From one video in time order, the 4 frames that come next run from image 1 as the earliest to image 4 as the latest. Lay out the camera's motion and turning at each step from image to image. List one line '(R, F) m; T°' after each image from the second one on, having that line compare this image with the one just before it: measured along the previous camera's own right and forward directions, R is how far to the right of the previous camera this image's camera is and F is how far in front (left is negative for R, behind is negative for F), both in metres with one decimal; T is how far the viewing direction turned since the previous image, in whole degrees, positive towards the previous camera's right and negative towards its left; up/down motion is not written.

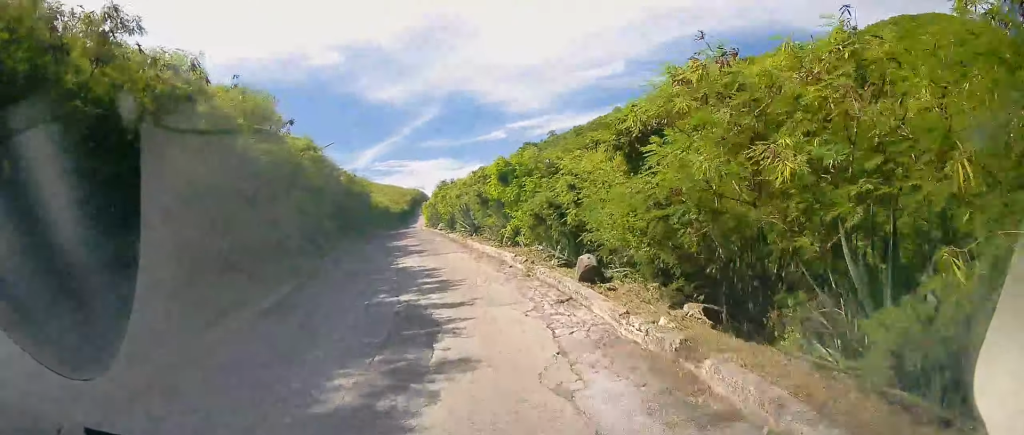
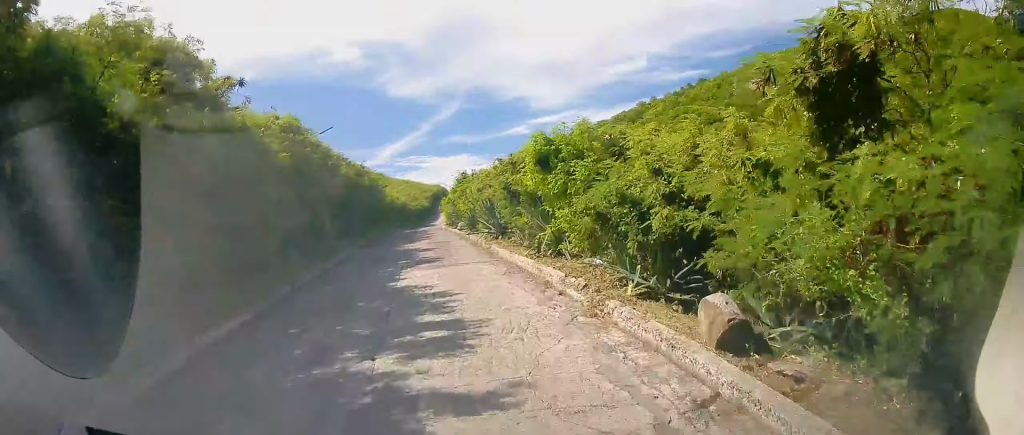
(-0.1, +4.5) m; -3°
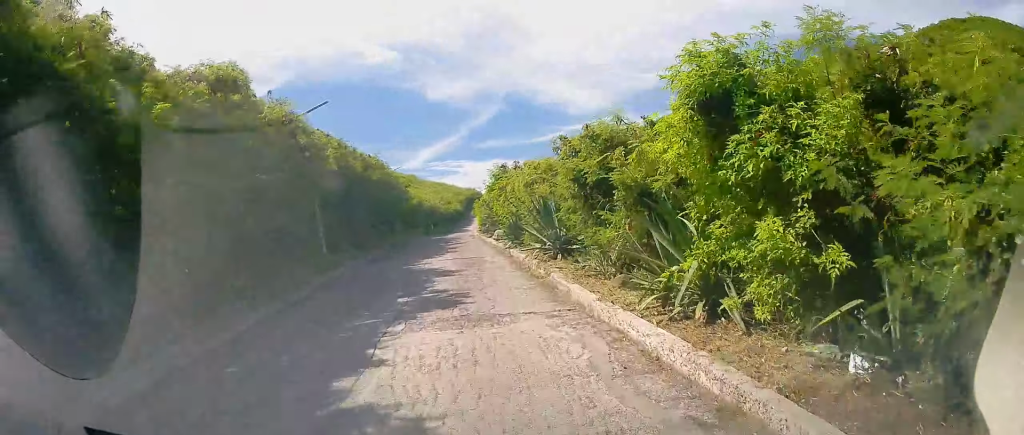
(-0.8, +6.9) m; -3°
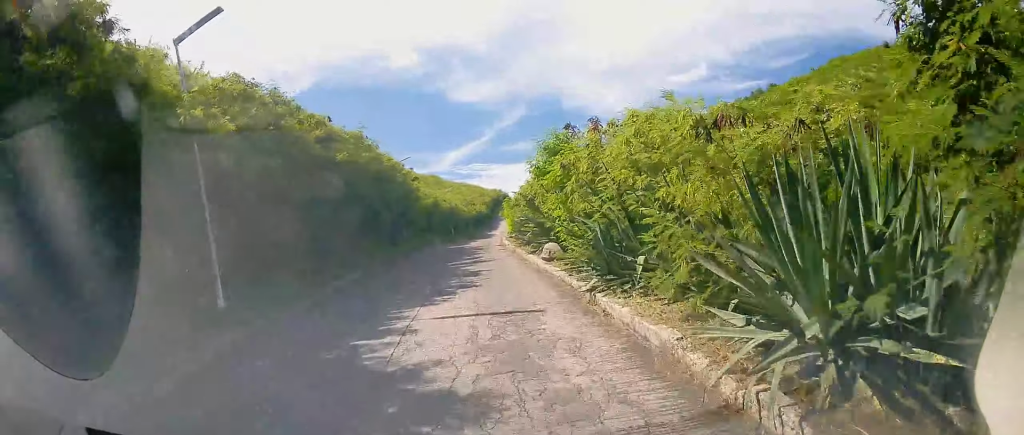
(+0.4, +10.1) m; -1°
